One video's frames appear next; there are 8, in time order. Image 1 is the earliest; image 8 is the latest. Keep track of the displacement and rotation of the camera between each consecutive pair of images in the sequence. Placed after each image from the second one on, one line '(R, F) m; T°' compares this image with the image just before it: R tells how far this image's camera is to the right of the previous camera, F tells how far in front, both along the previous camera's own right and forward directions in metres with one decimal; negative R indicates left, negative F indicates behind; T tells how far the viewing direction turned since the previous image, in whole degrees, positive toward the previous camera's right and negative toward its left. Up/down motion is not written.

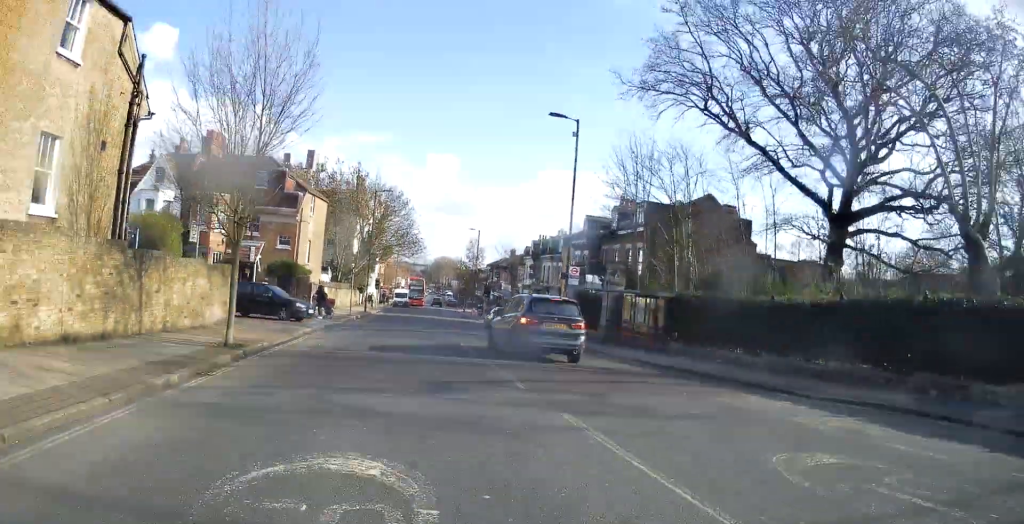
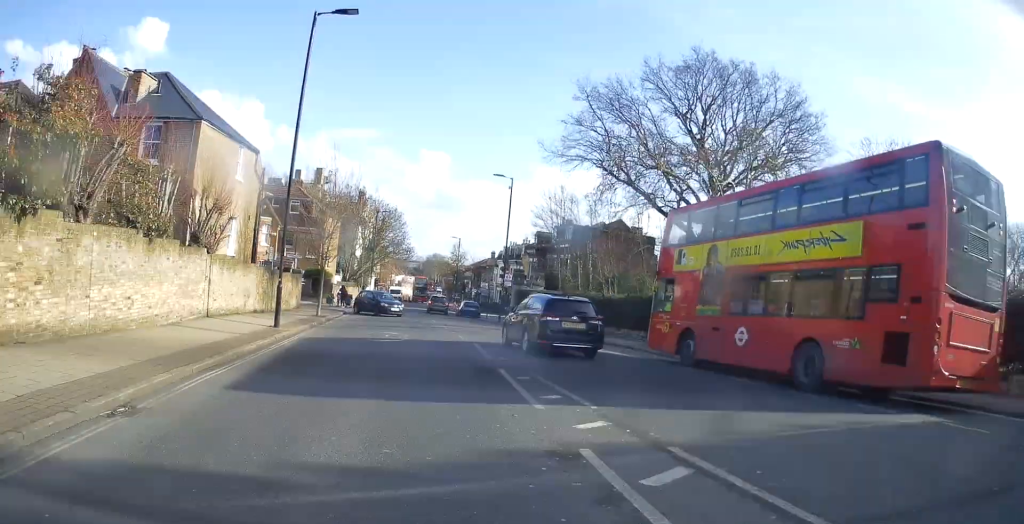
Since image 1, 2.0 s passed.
(-0.3, +15.7) m; -3°
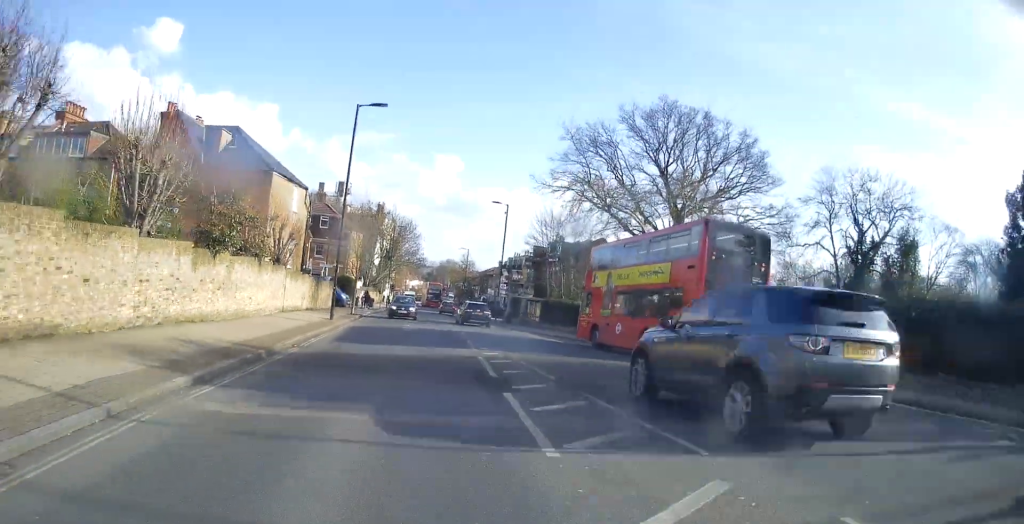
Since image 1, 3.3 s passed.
(0.0, +9.7) m; +2°
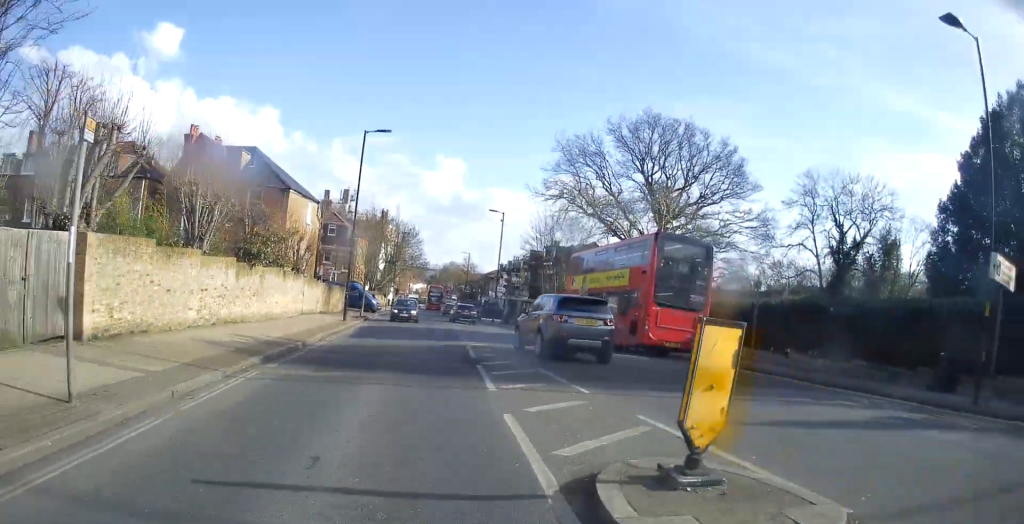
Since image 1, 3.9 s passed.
(+0.1, +4.0) m; +1°
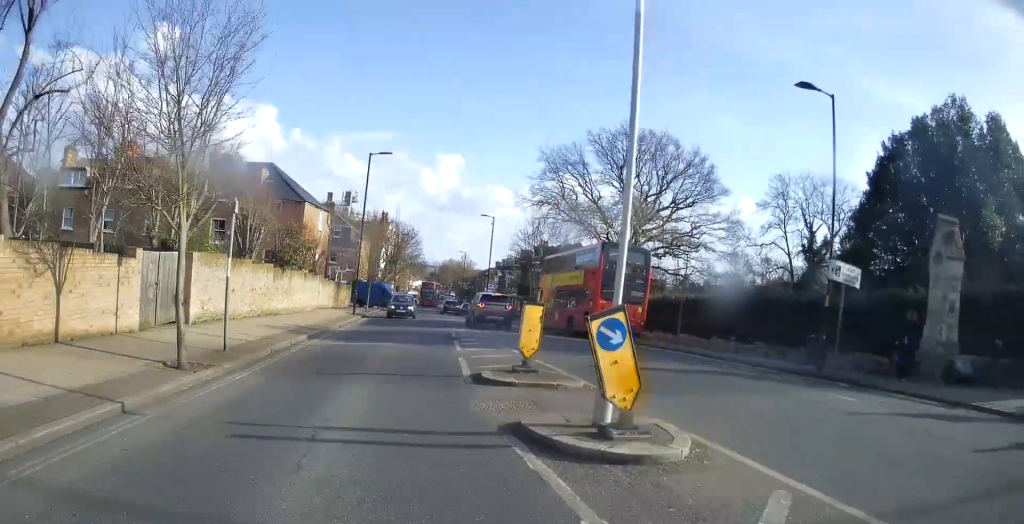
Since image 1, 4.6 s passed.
(0.0, +5.9) m; -1°
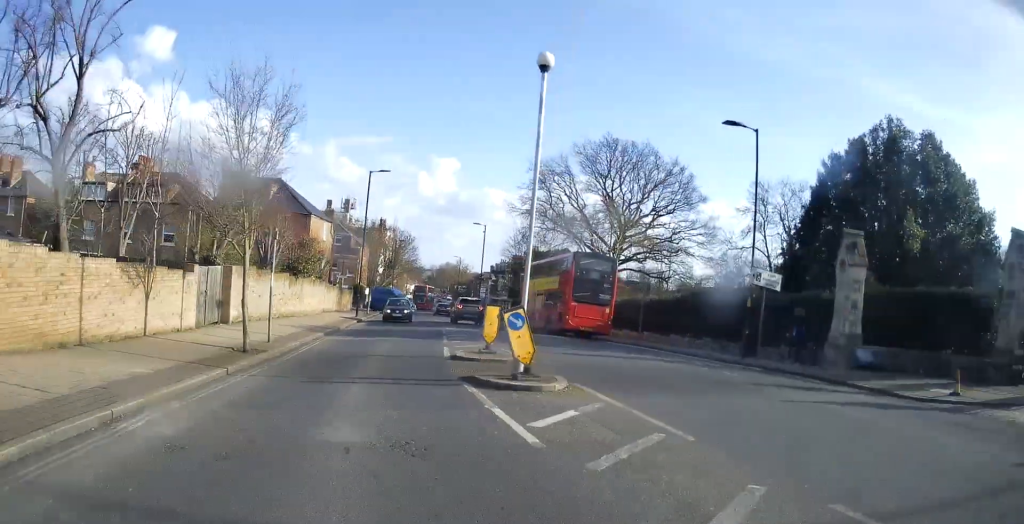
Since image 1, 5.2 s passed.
(0.0, +4.2) m; 0°
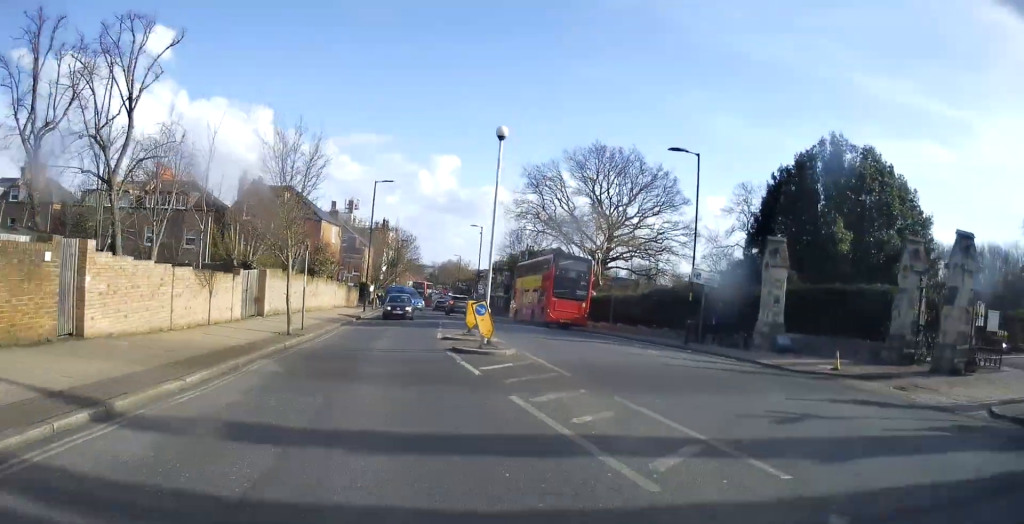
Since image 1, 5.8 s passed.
(-0.1, +4.8) m; +1°
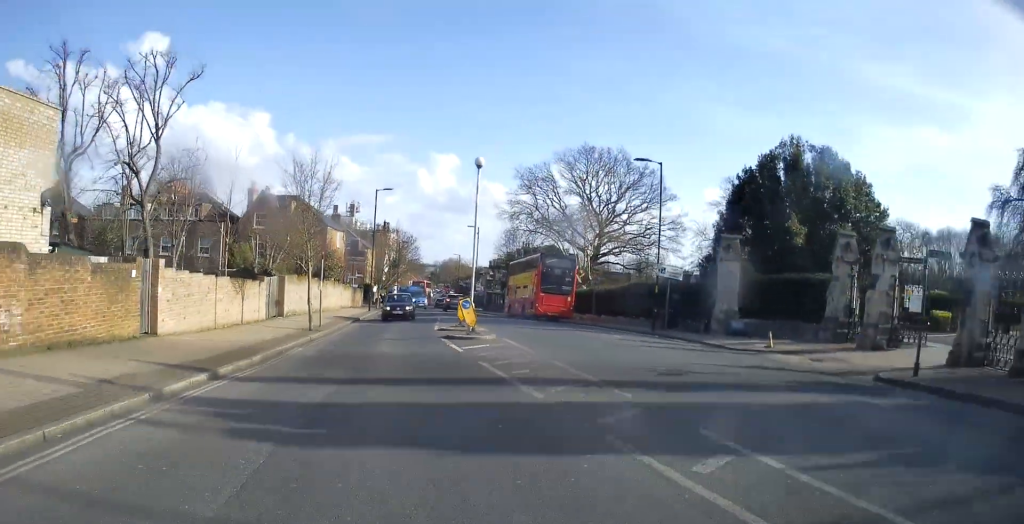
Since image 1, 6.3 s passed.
(+0.1, +4.1) m; -1°
